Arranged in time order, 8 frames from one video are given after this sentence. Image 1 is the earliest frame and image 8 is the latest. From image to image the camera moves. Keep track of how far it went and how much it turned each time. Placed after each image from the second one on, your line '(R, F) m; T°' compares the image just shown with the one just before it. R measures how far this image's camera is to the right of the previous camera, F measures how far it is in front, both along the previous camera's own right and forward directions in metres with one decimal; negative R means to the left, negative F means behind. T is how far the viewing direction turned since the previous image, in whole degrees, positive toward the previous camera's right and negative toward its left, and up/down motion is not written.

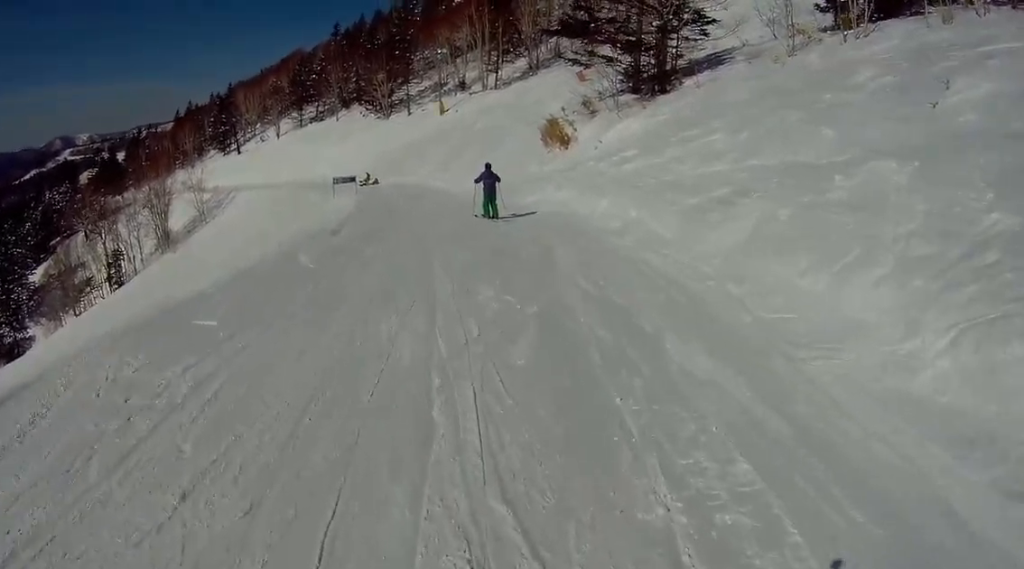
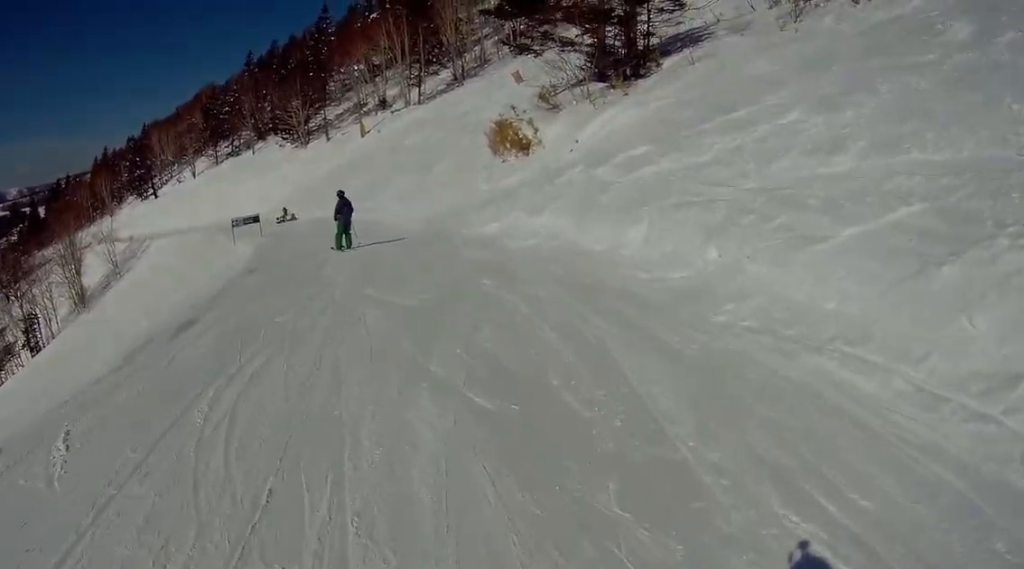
(-0.7, +6.7) m; -2°
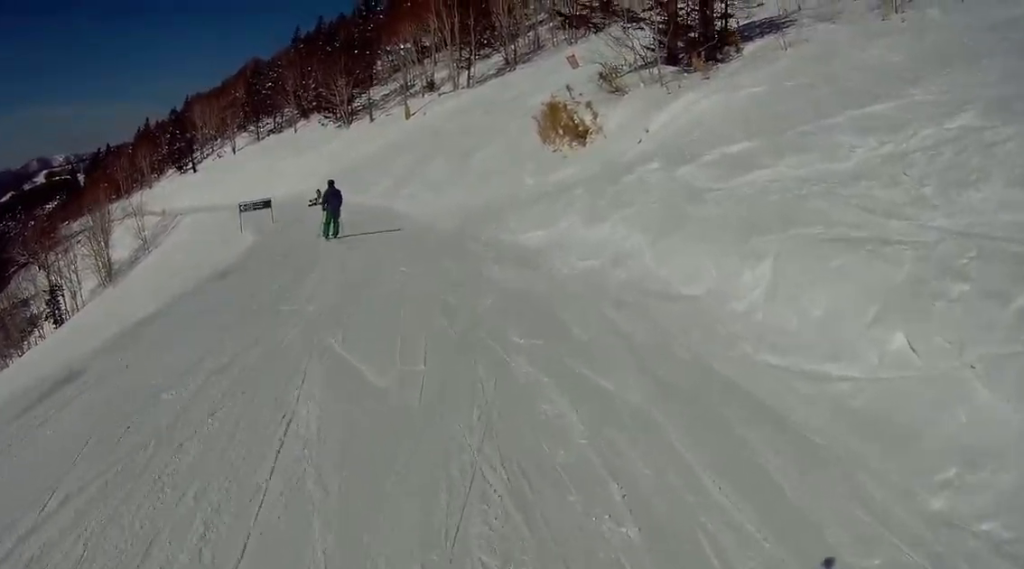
(+0.2, +3.8) m; 0°
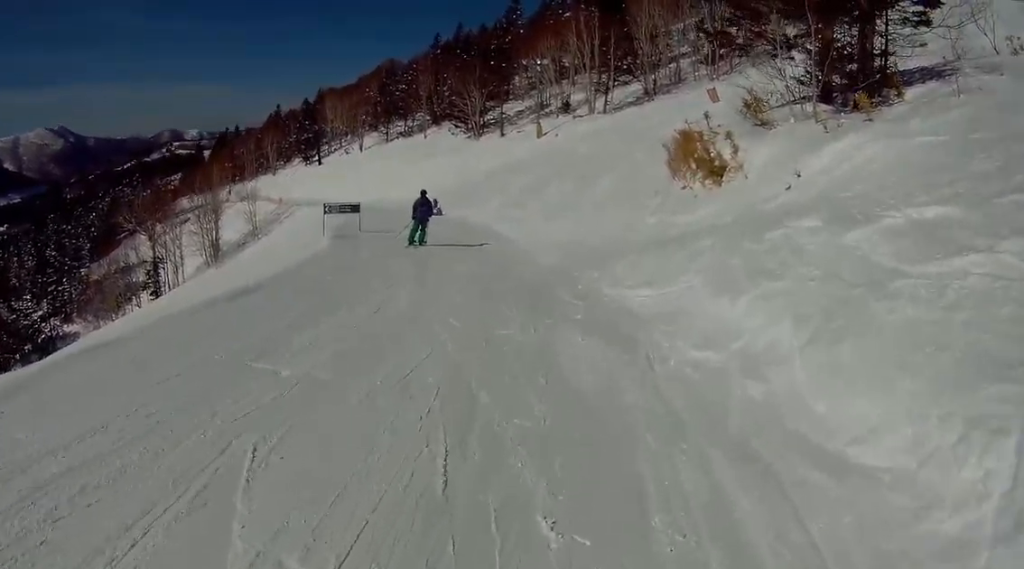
(+0.6, +3.2) m; +1°
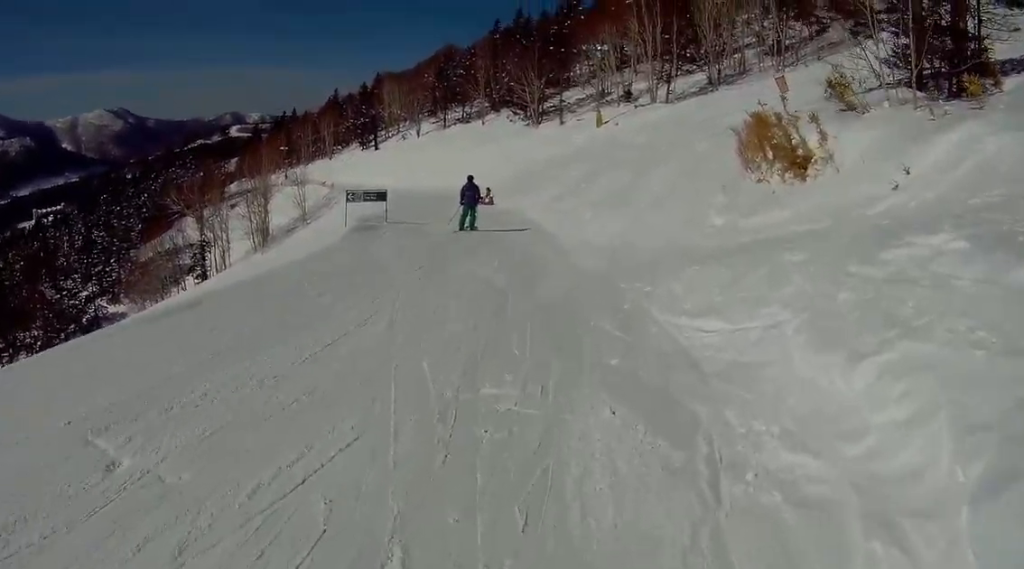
(-0.3, +2.7) m; -5°
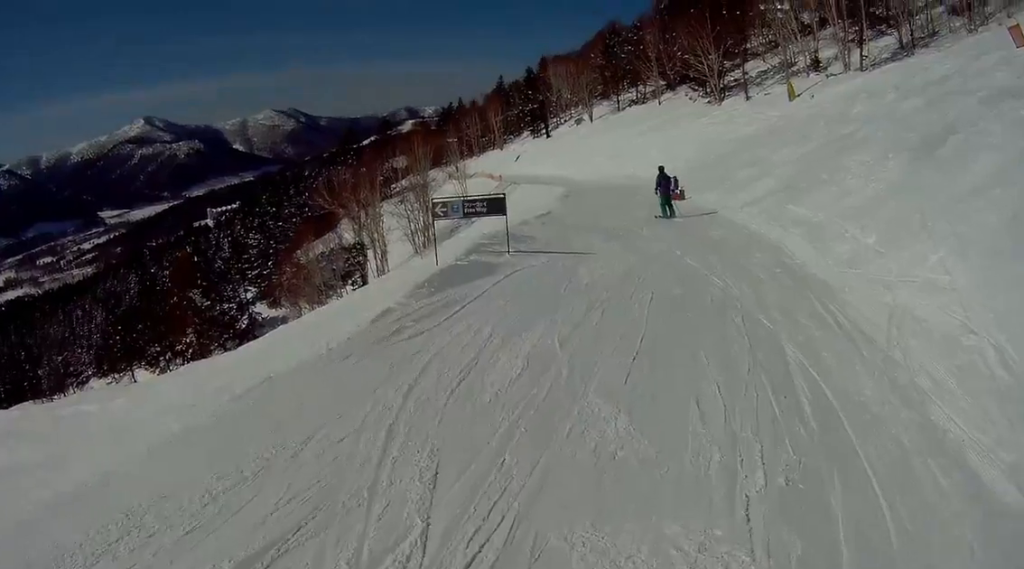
(-1.4, +9.7) m; -10°
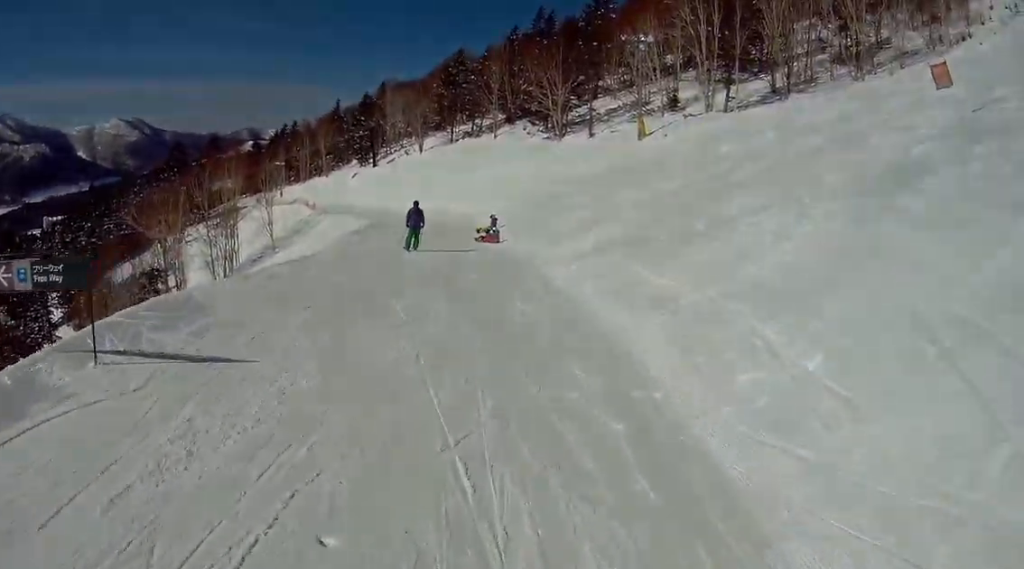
(0.0, +5.7) m; 0°
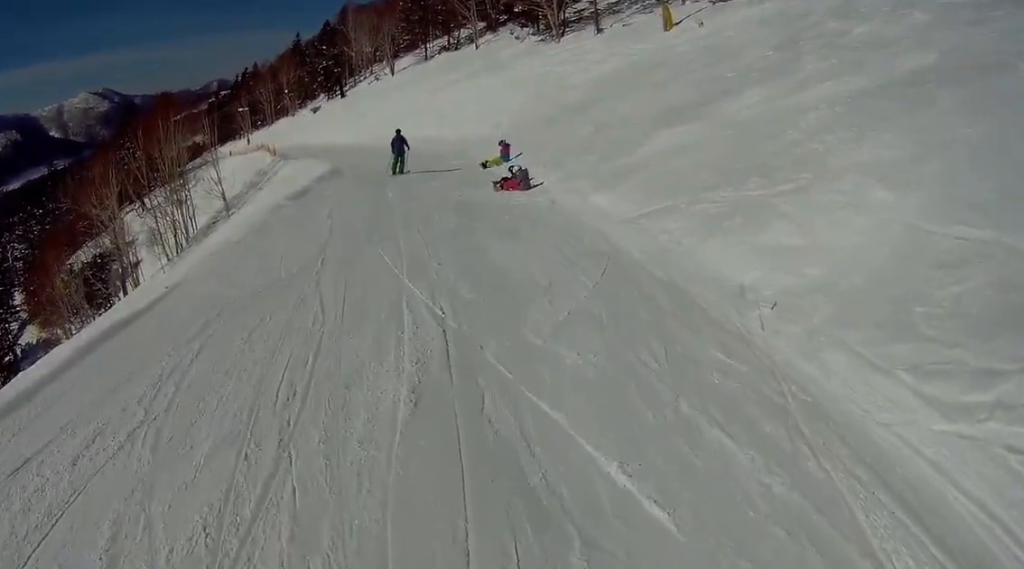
(-0.3, +10.6) m; -17°
